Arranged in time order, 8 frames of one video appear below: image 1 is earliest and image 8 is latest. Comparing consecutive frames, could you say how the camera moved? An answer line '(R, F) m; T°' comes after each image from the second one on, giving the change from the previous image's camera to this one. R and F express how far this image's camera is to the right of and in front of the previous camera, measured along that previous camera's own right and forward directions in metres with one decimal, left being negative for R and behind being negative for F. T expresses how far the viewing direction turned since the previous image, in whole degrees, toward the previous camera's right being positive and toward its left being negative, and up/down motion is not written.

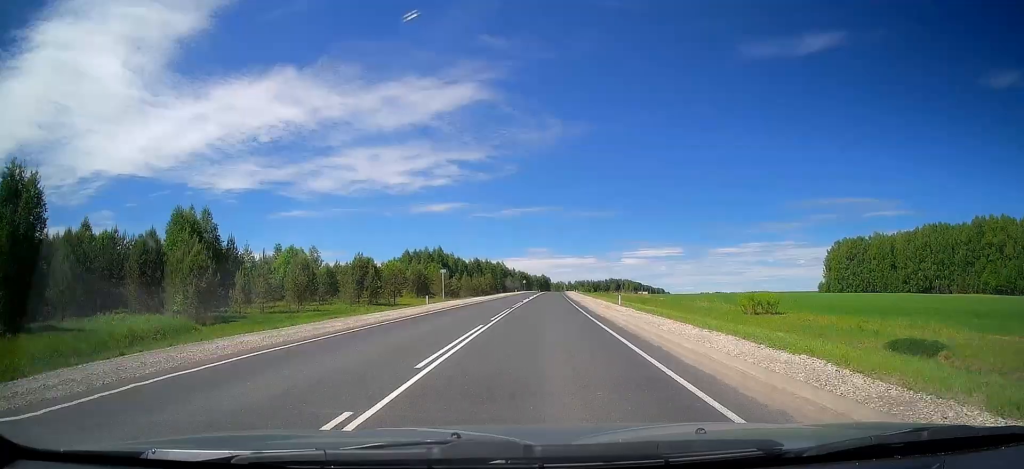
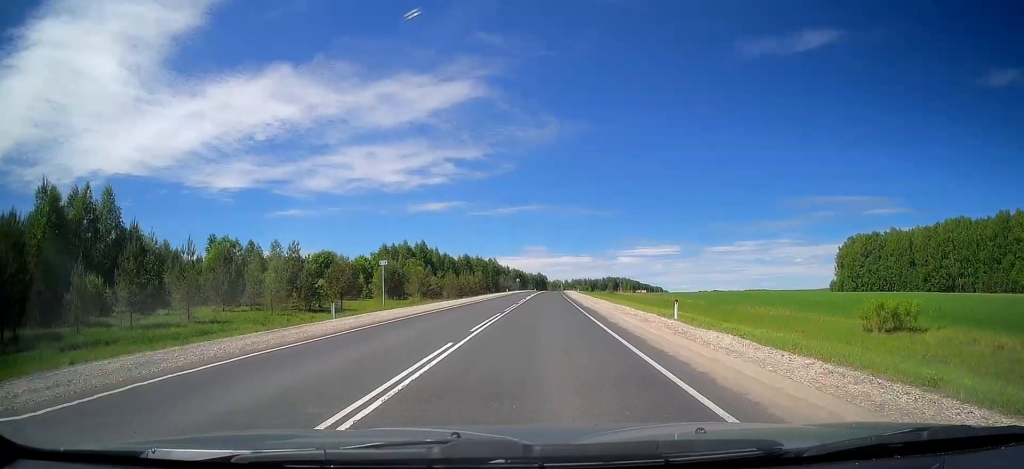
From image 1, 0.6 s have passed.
(0.0, +17.1) m; +1°
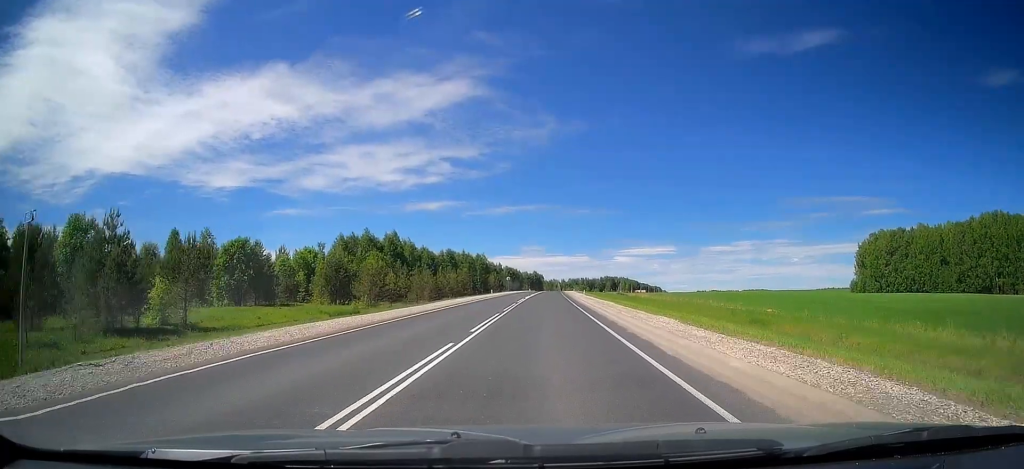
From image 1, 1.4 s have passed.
(+0.5, +23.8) m; +1°
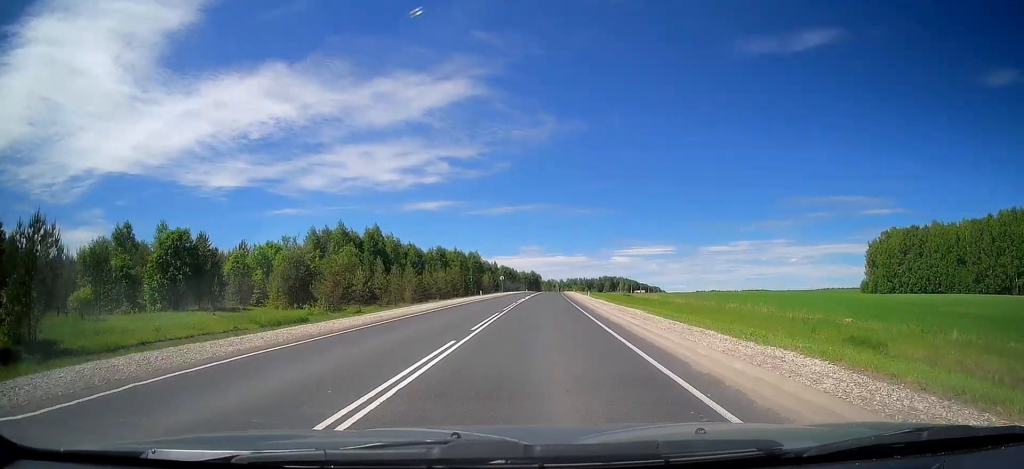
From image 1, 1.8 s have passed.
(-0.1, +11.4) m; 0°
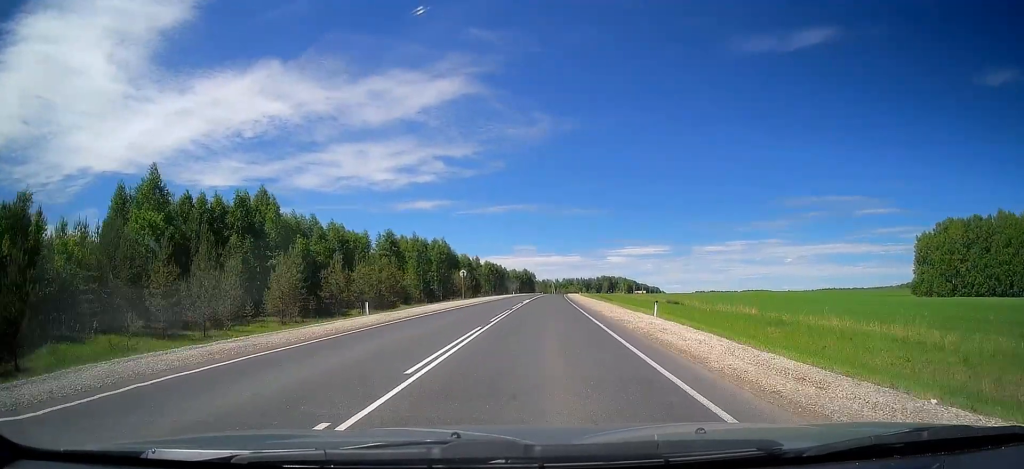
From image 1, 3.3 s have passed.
(0.0, +42.9) m; 0°
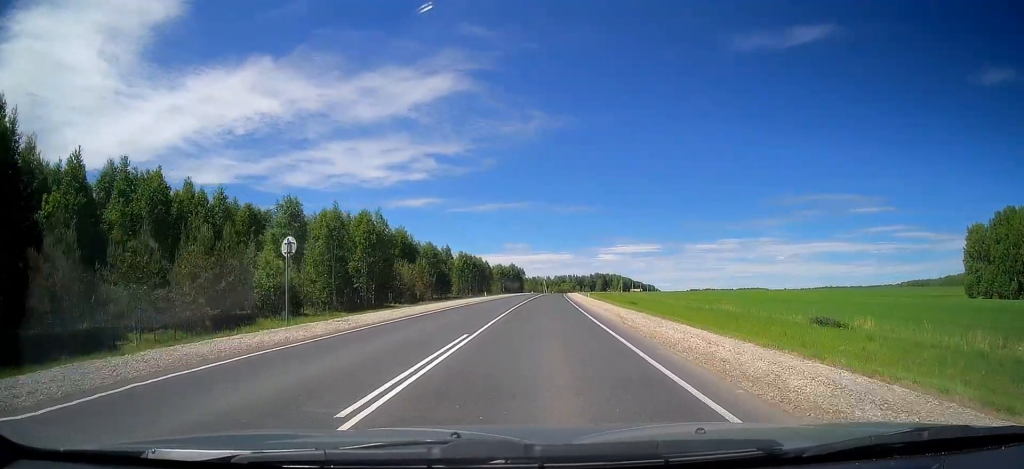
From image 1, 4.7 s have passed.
(0.0, +38.3) m; 0°
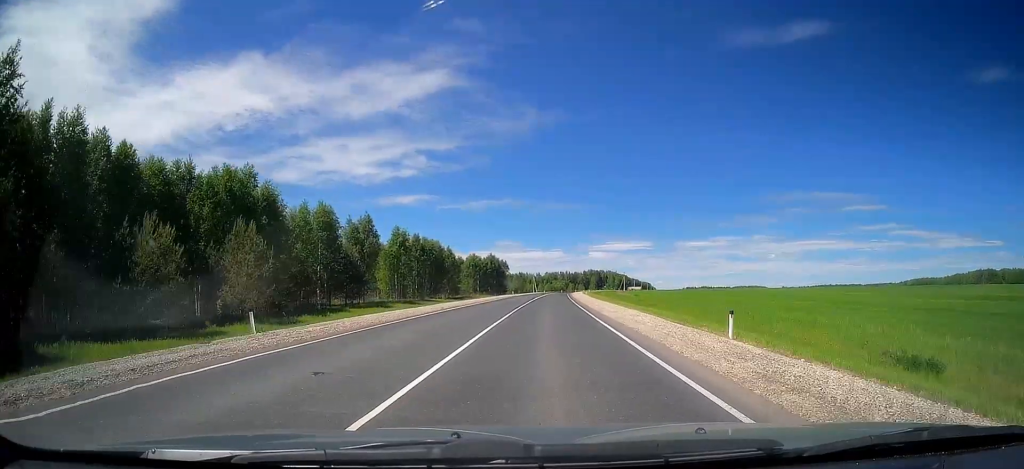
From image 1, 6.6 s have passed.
(+1.6, +55.1) m; +2°
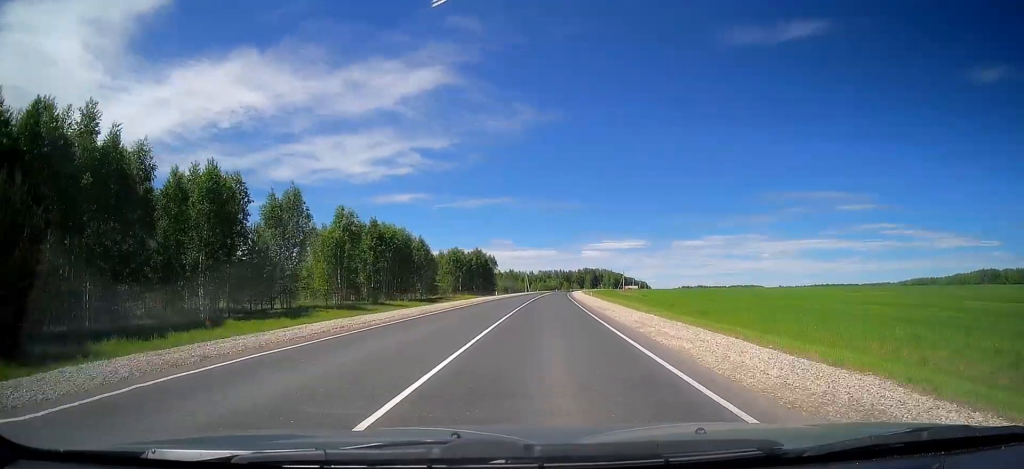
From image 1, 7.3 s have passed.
(-0.3, +22.5) m; -1°
